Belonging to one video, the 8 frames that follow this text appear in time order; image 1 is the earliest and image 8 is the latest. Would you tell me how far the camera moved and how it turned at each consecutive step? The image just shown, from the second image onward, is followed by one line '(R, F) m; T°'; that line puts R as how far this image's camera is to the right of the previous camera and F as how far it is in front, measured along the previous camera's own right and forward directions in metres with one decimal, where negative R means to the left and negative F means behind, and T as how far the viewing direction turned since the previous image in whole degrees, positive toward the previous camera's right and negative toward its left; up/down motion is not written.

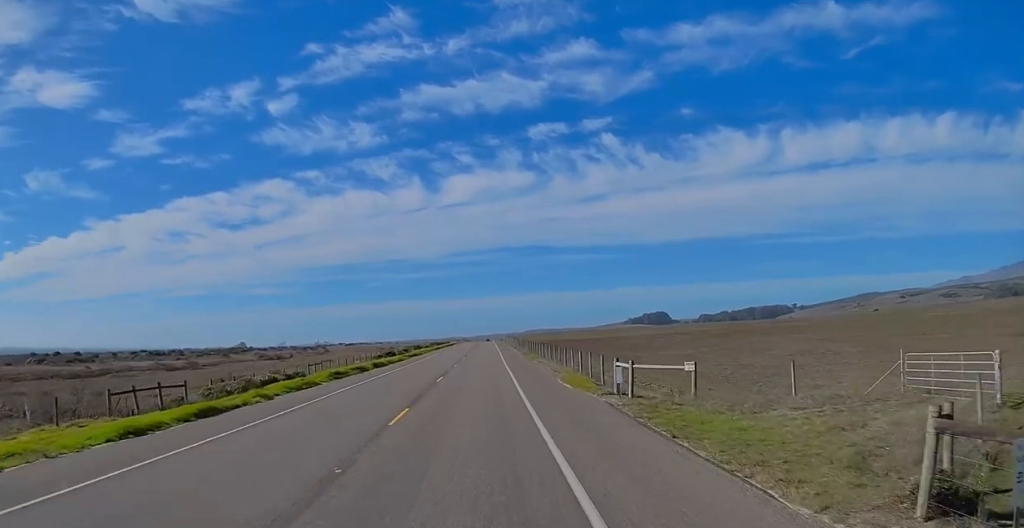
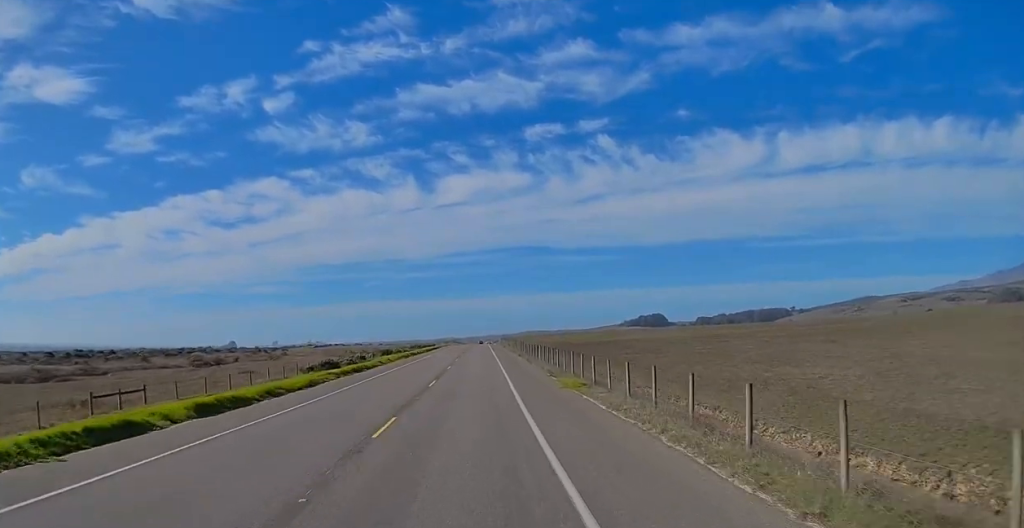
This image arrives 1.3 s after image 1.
(-0.2, +31.4) m; 0°
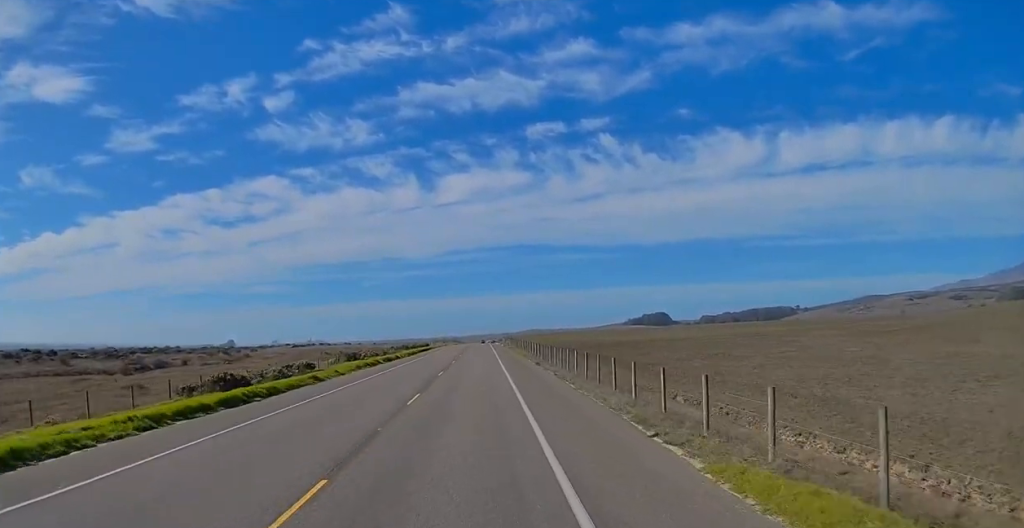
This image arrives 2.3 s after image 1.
(+0.1, +21.8) m; 0°
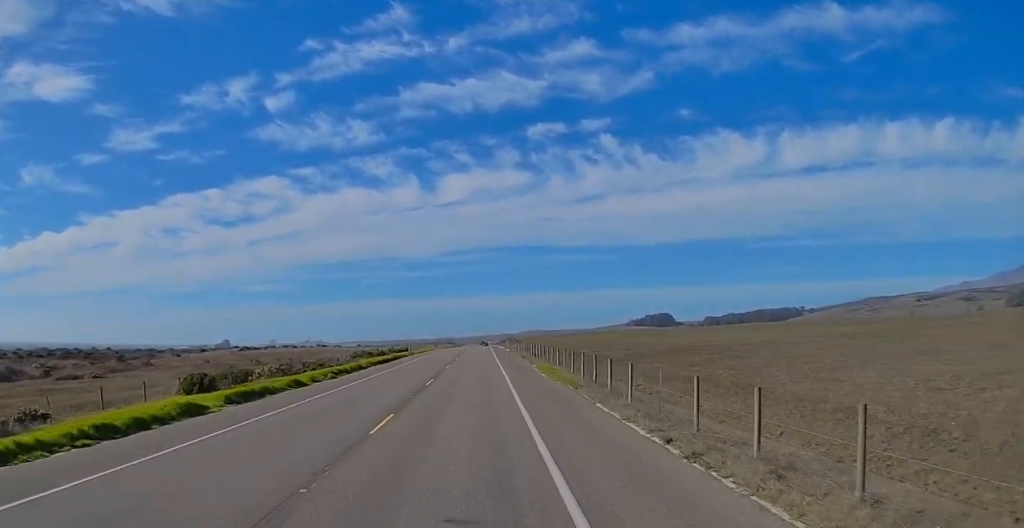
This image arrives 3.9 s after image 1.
(+0.1, +34.5) m; 0°
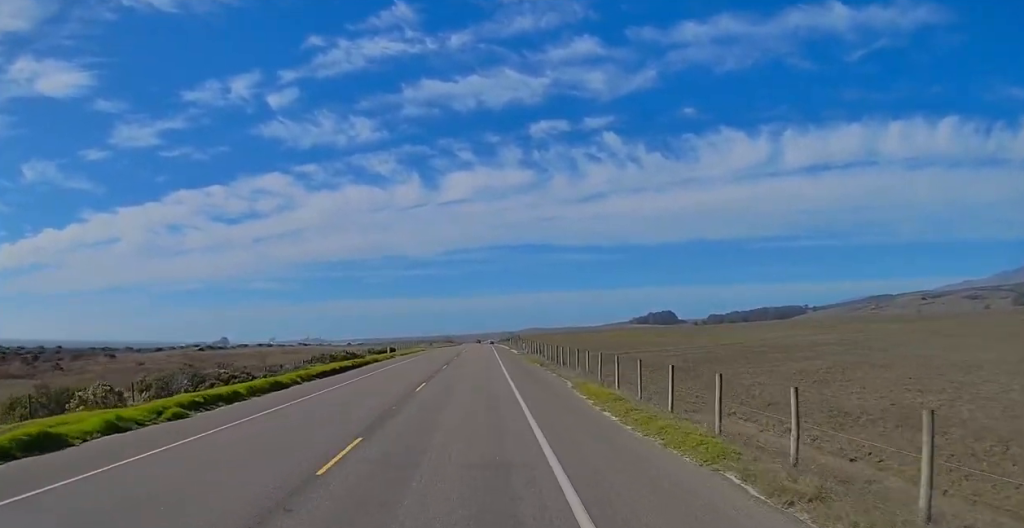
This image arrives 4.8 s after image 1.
(0.0, +19.1) m; 0°
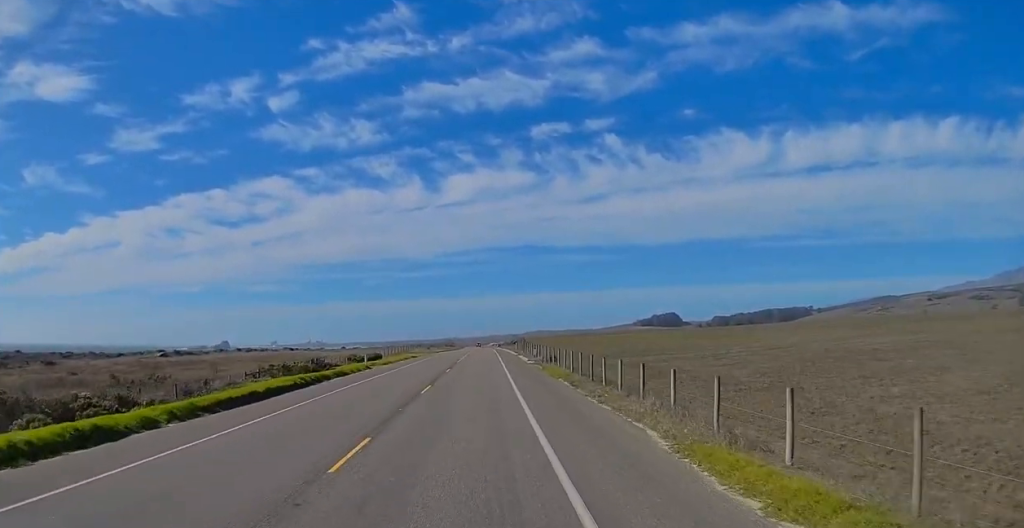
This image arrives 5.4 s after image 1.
(0.0, +13.9) m; 0°
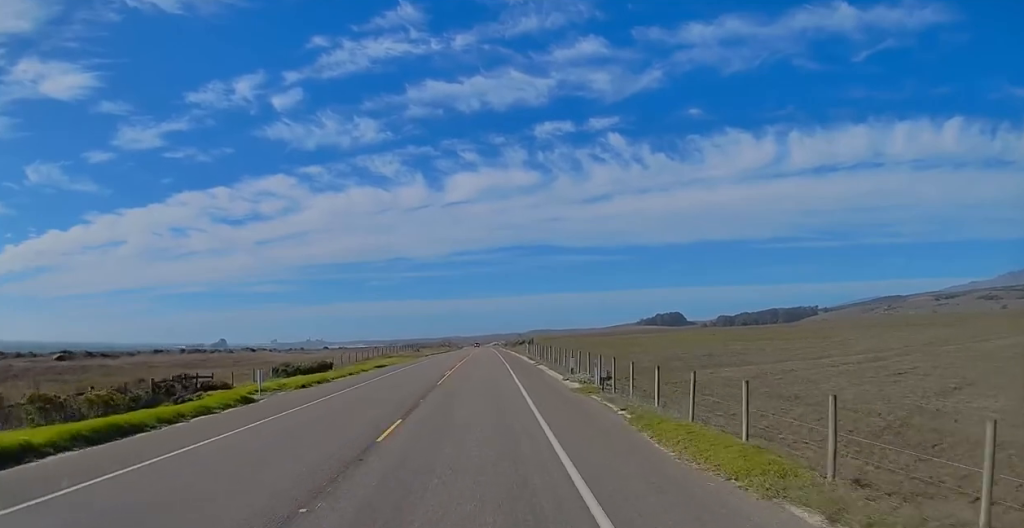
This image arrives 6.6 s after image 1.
(-0.1, +26.5) m; 0°
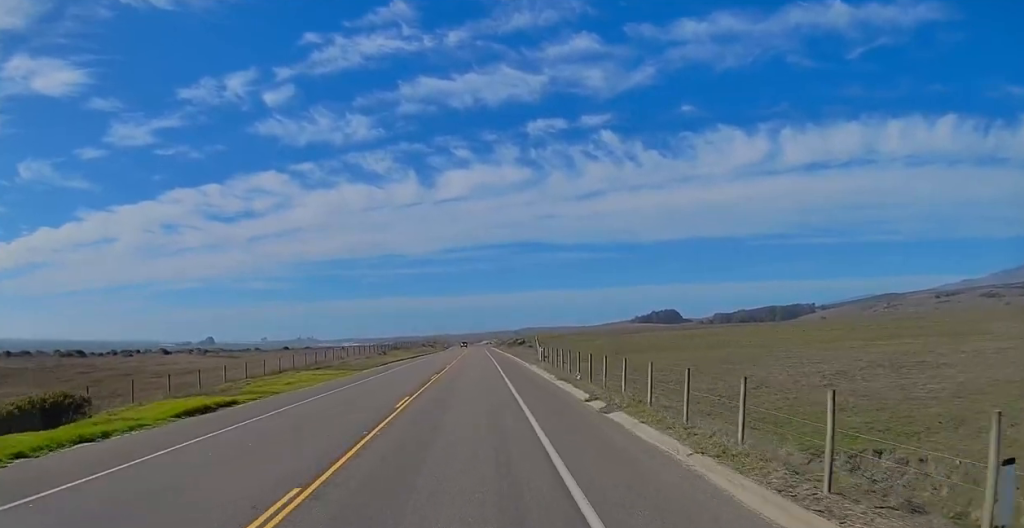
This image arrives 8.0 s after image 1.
(0.0, +33.0) m; 0°
